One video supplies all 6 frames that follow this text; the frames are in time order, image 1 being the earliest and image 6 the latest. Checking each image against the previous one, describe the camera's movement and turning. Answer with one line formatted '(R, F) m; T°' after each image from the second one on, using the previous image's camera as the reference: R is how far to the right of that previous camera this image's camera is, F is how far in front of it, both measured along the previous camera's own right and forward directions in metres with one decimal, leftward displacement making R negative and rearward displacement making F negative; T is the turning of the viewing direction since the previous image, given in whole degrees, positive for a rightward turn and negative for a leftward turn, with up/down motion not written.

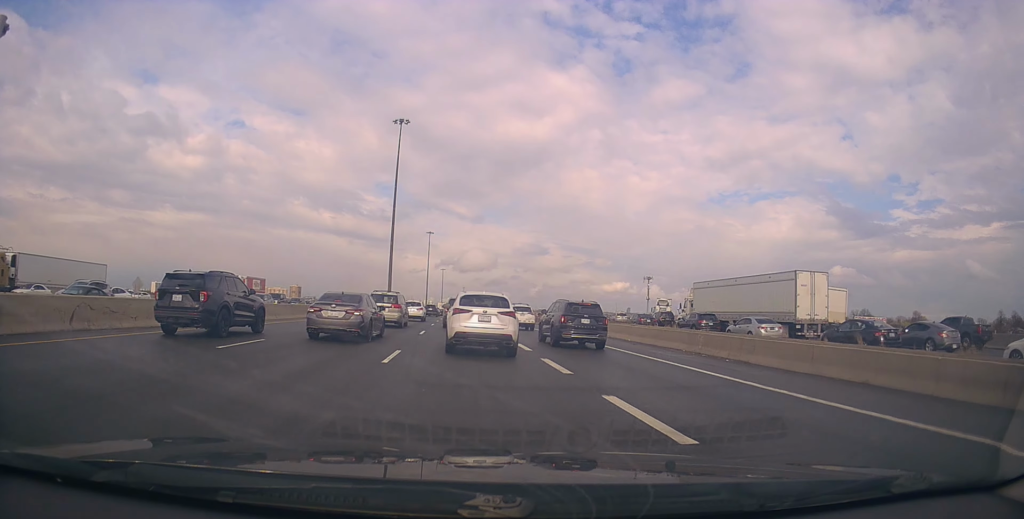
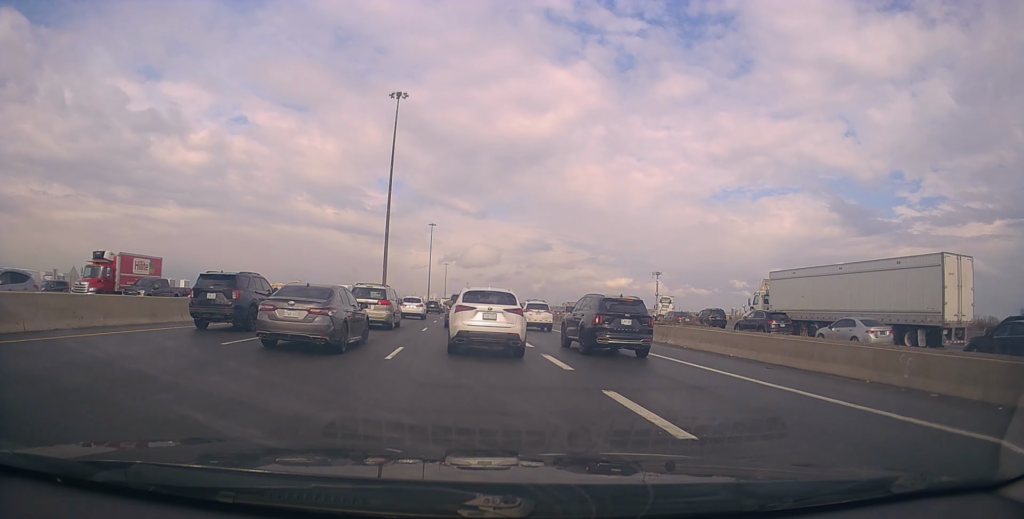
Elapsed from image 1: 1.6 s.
(+0.3, +11.9) m; +2°
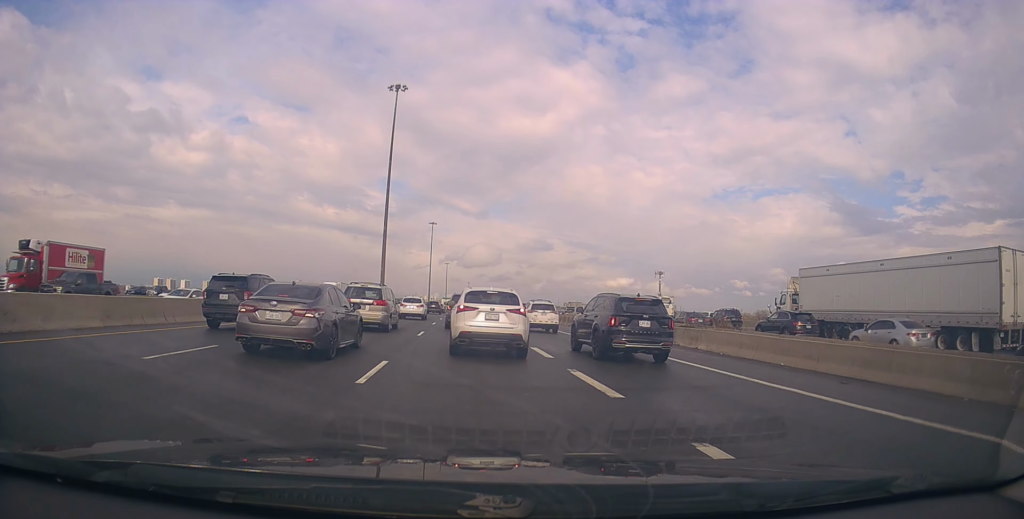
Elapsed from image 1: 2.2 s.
(+0.2, +3.5) m; -2°
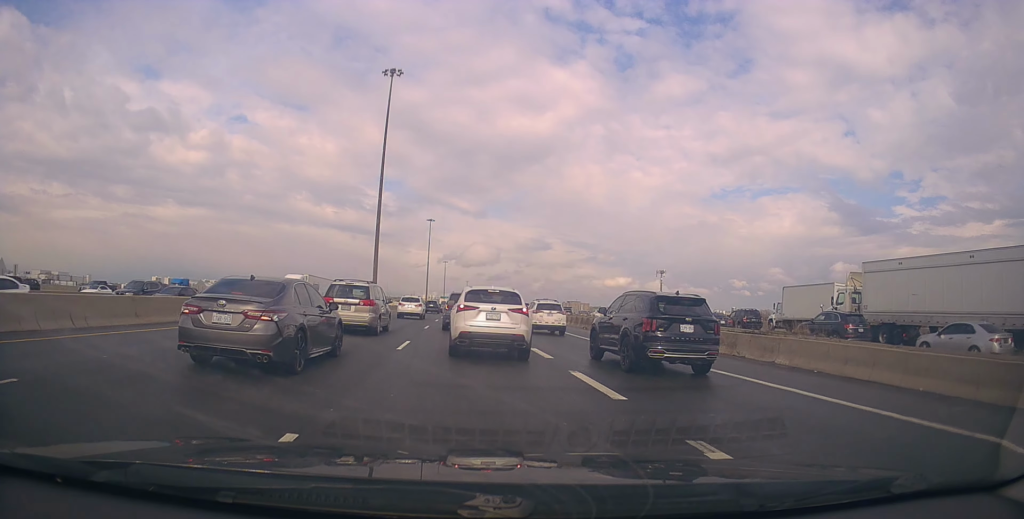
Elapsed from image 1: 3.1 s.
(-0.5, +6.3) m; -2°
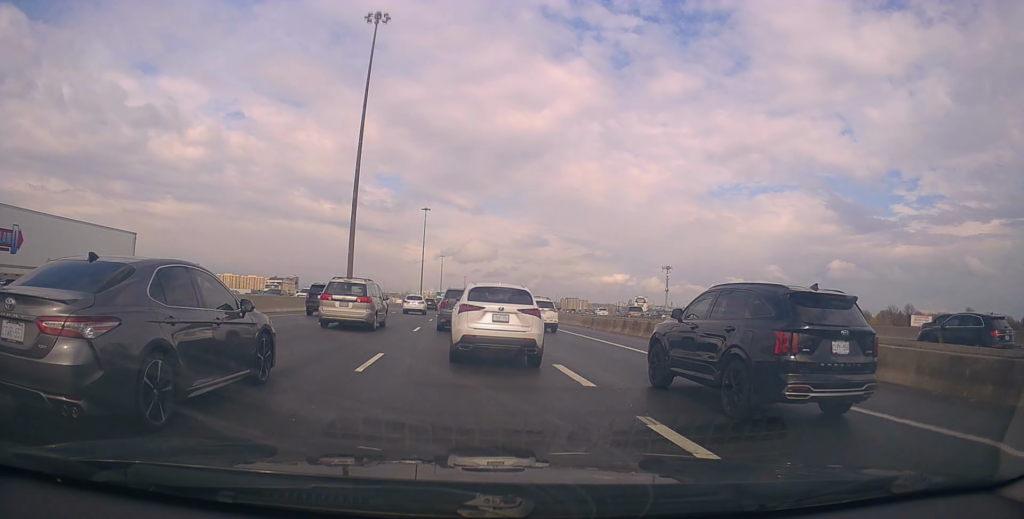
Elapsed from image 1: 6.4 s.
(+0.5, +17.2) m; +4°
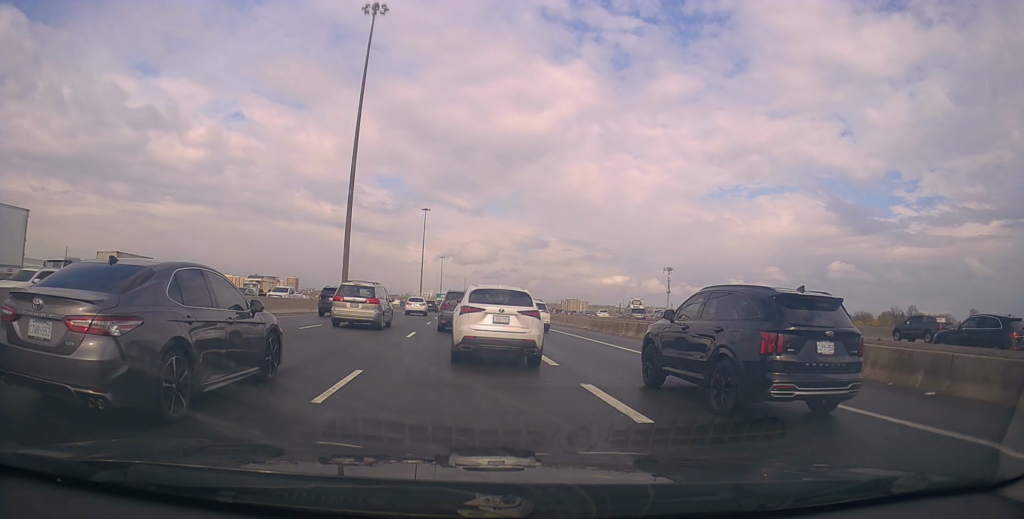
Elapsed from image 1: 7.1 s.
(+0.6, +2.7) m; -1°
